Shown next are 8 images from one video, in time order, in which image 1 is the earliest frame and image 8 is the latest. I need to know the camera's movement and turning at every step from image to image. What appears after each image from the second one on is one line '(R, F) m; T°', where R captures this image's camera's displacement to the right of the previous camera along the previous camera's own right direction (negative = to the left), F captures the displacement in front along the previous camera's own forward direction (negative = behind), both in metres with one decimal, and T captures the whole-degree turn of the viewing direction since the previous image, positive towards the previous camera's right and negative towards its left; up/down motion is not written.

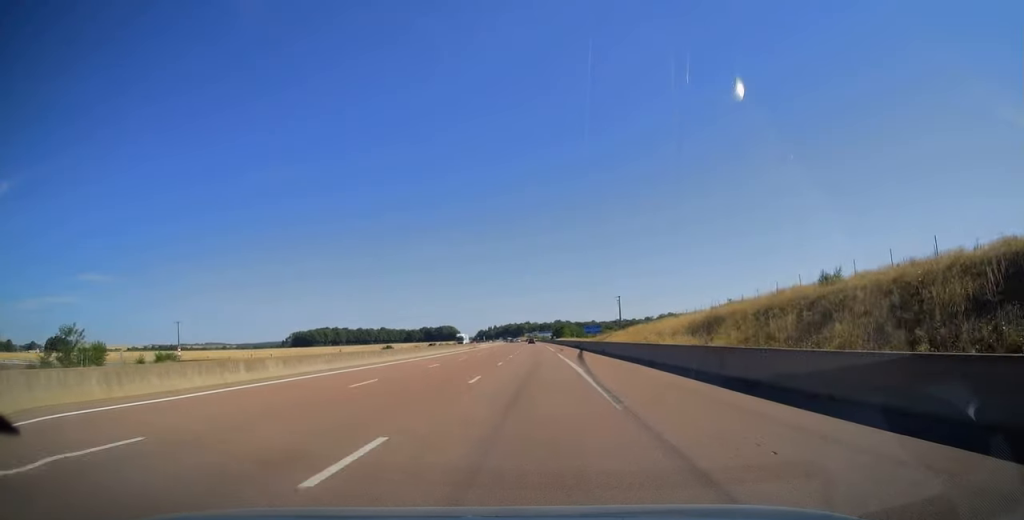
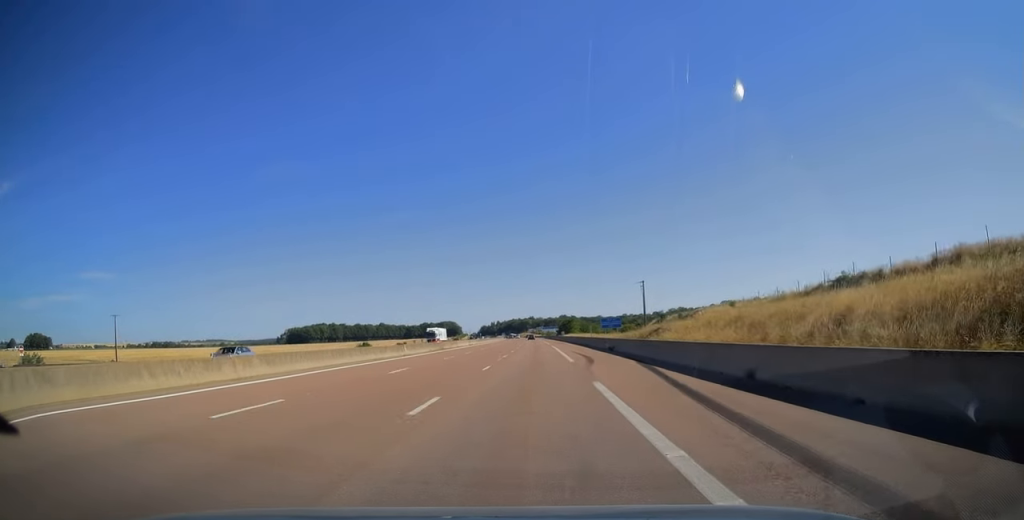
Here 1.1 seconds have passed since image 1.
(-0.1, +34.4) m; -1°
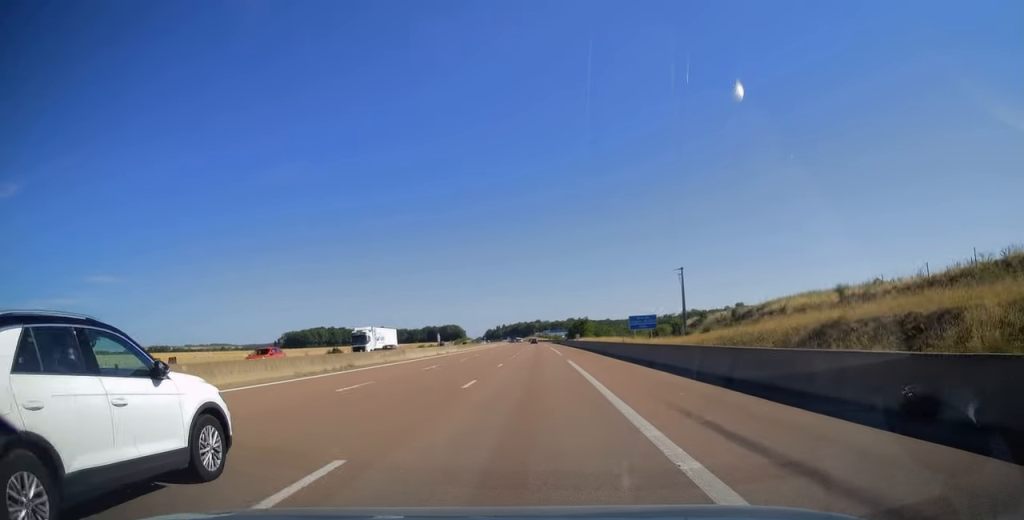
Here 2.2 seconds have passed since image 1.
(-0.2, +32.9) m; -1°
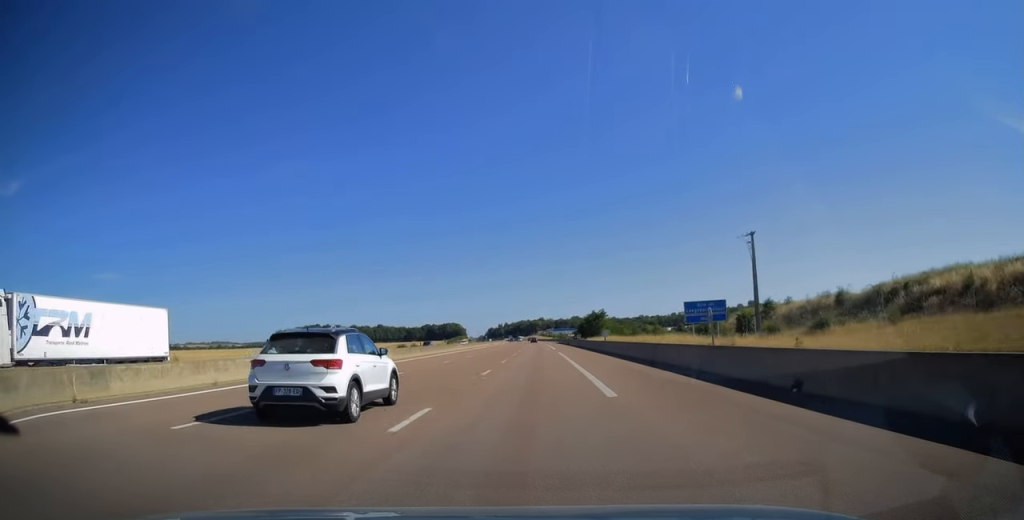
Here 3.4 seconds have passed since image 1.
(-0.3, +34.5) m; -1°
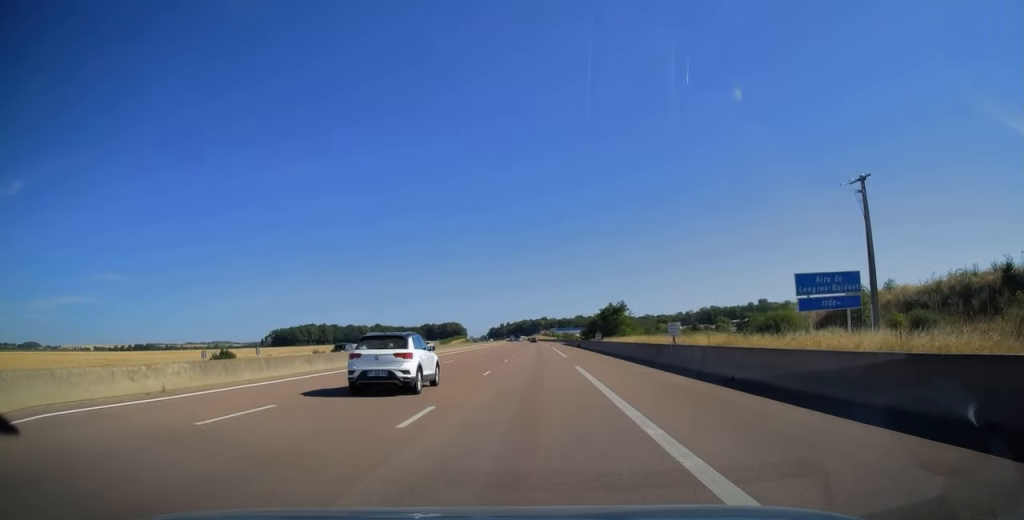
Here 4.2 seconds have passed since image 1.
(+0.1, +25.8) m; 0°
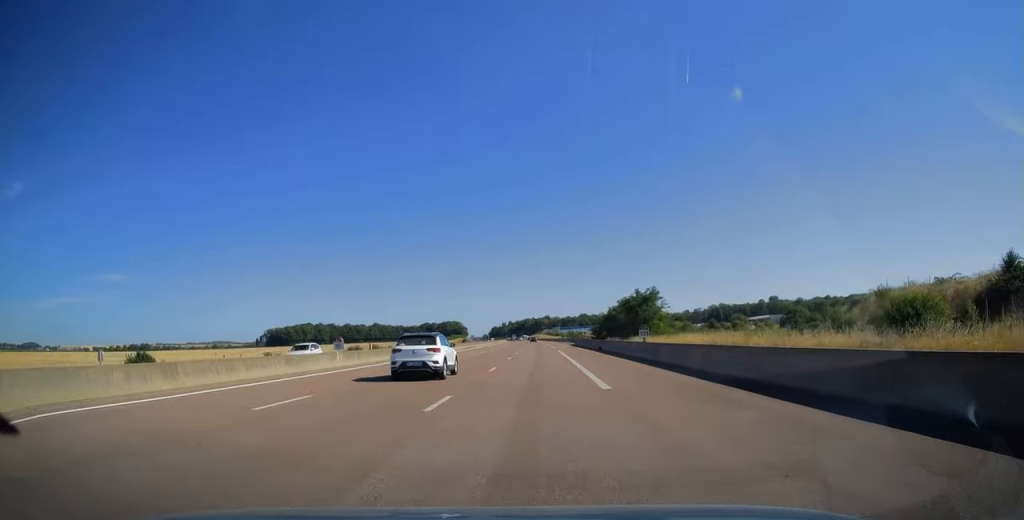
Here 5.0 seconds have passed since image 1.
(-0.1, +24.4) m; 0°
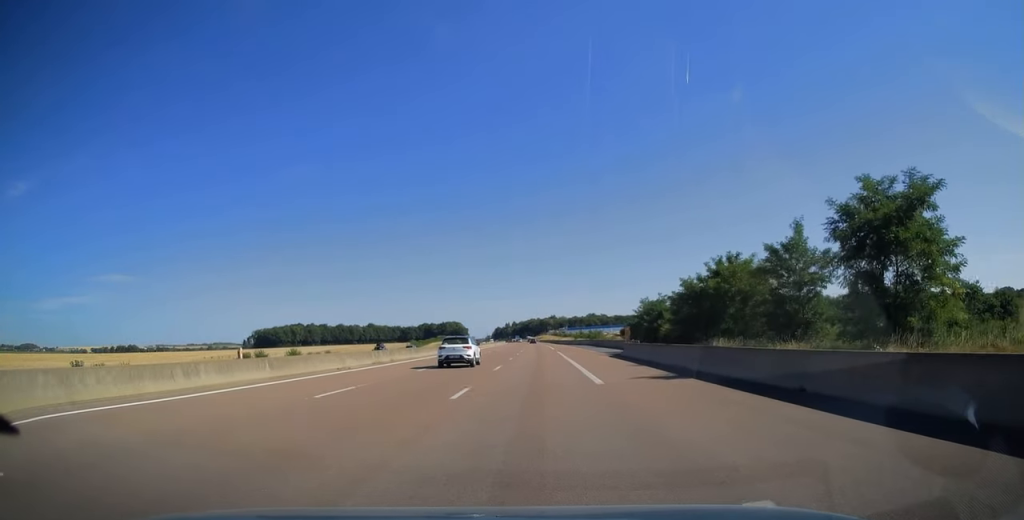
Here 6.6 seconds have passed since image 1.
(-0.3, +49.7) m; -1°
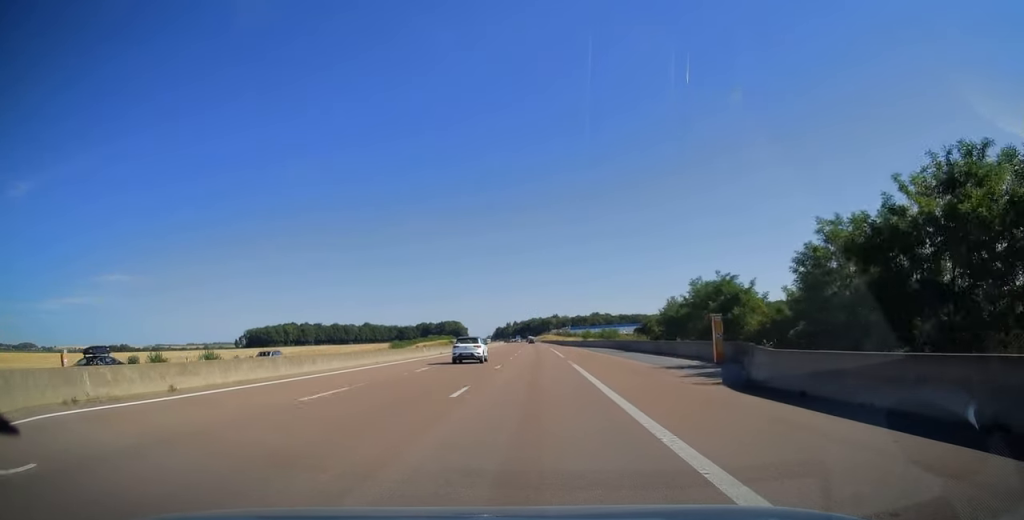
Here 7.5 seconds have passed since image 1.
(-0.1, +25.9) m; 0°
